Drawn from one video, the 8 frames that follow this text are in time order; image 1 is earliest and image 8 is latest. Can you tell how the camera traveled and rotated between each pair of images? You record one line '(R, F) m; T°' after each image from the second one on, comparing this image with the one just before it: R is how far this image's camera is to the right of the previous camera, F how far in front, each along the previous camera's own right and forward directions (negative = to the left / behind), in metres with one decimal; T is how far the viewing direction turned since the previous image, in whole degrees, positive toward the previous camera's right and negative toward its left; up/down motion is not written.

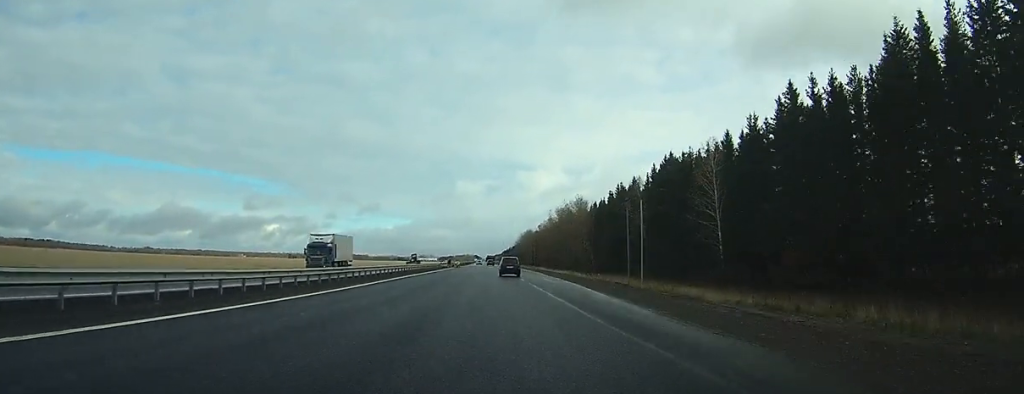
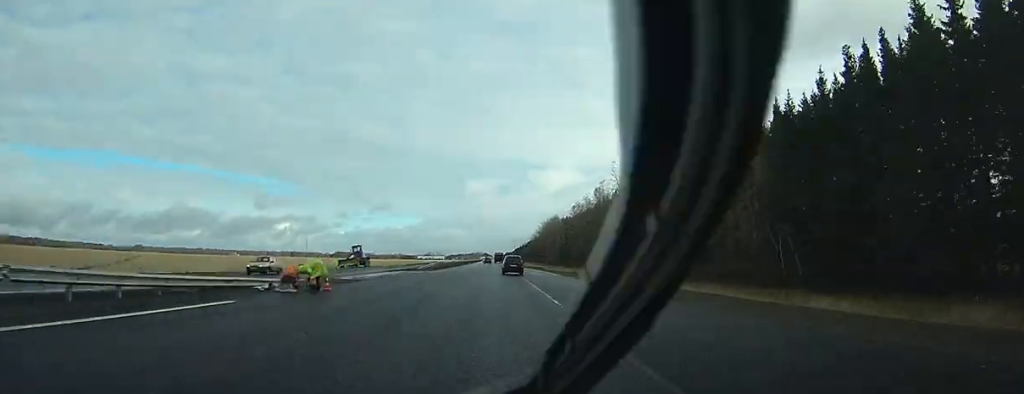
(0.0, +93.5) m; 0°
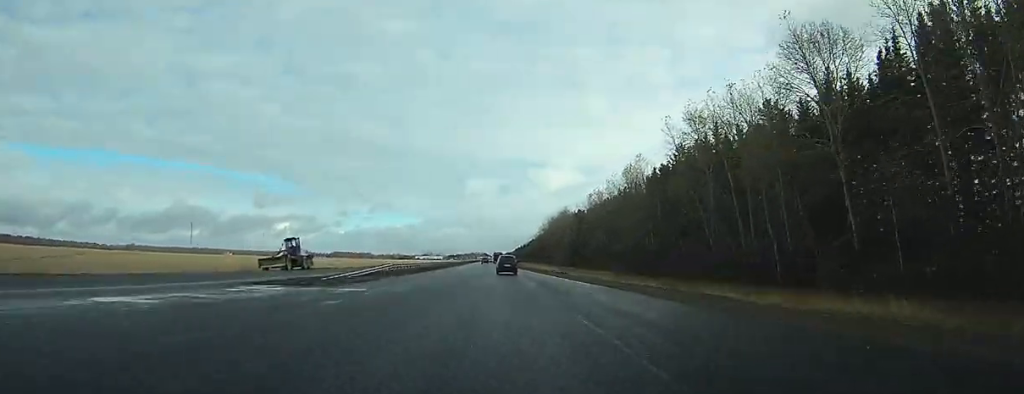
(0.0, +33.5) m; 0°
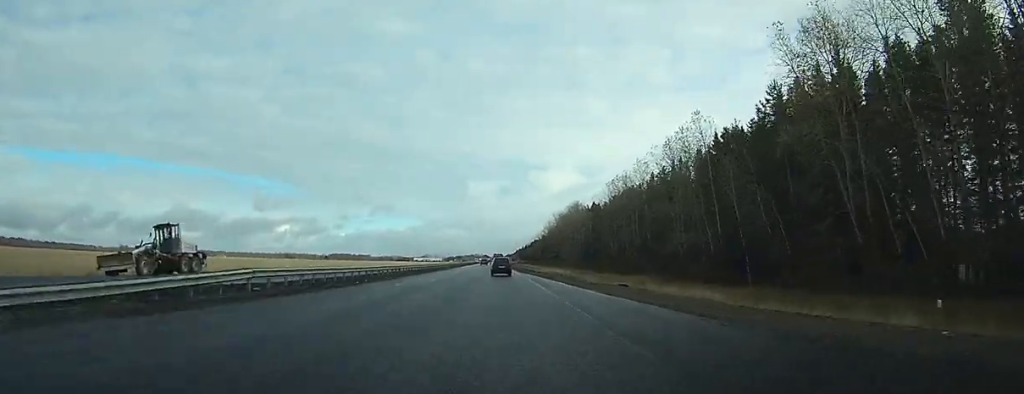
(0.0, +29.8) m; 0°
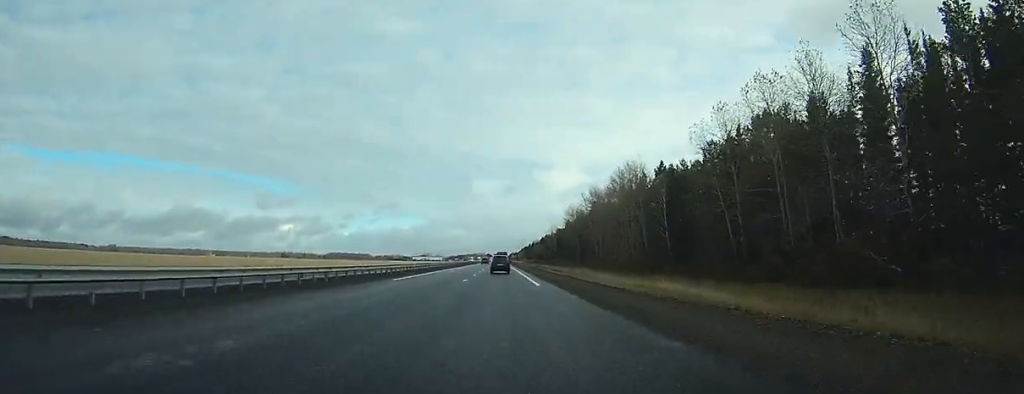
(+0.1, +70.6) m; 0°
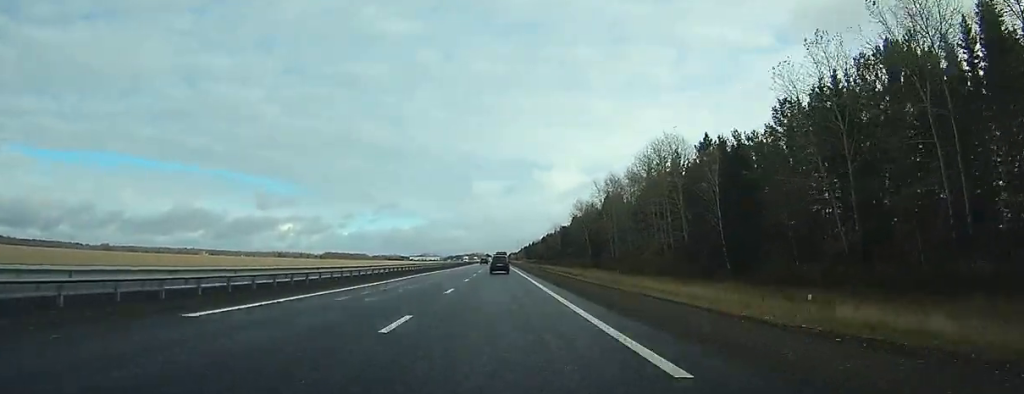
(0.0, +23.8) m; 0°
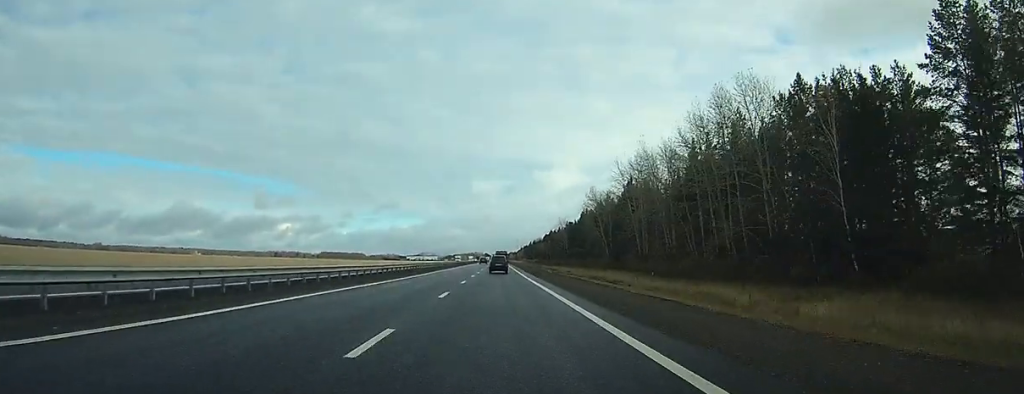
(+0.2, +26.4) m; 0°
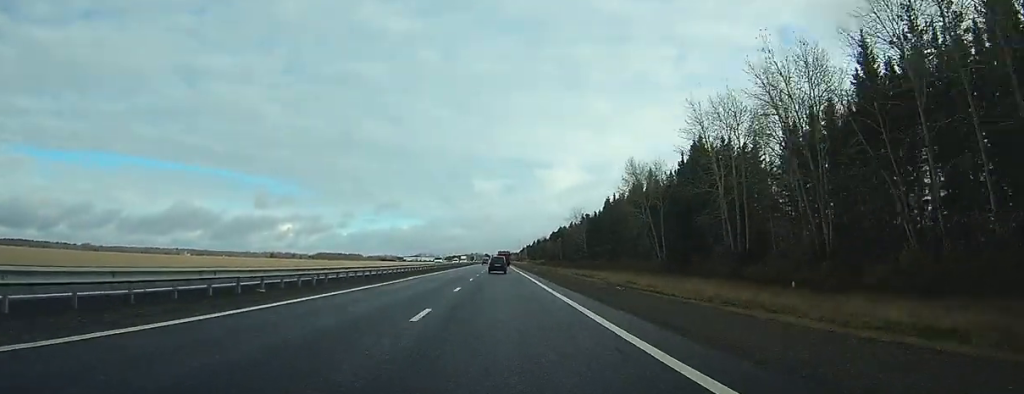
(-0.1, +42.1) m; 0°
